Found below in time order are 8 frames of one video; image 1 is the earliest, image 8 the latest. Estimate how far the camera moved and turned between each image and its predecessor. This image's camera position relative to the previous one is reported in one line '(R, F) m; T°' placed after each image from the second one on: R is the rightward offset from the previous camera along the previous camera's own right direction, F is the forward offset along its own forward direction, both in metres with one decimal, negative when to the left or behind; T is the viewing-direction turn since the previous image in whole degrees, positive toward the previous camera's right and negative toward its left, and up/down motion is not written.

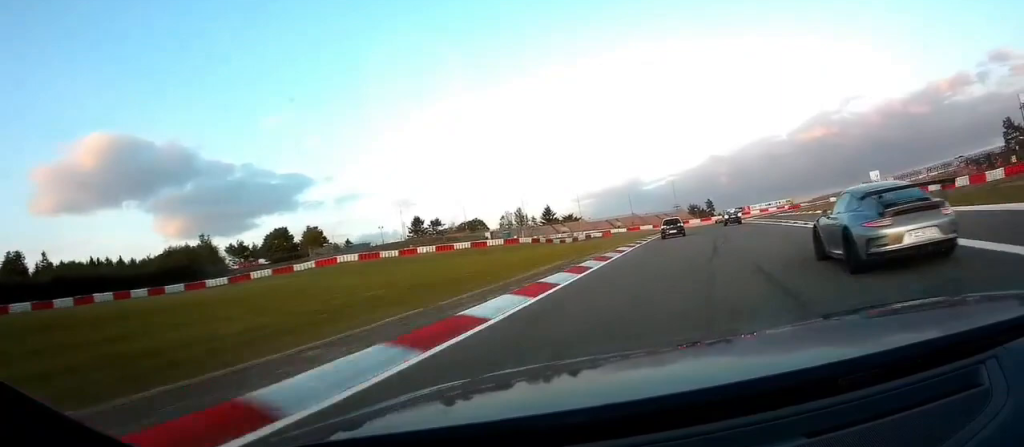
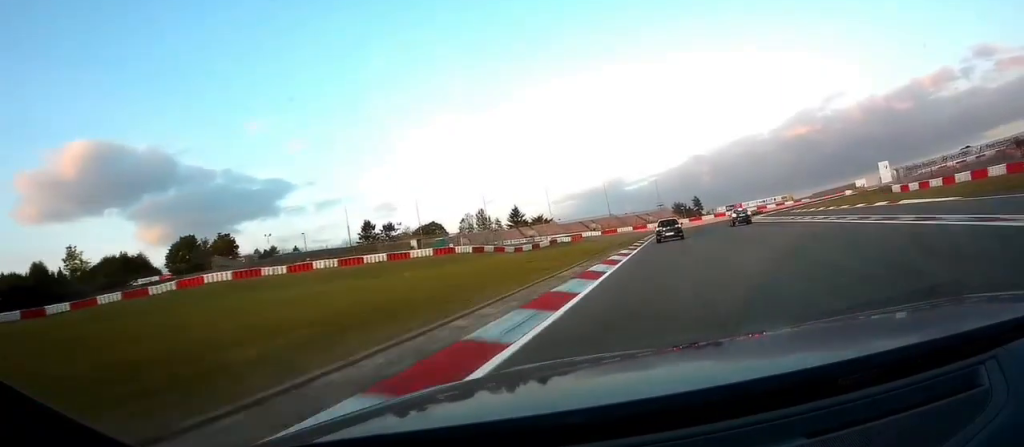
(+0.9, +25.7) m; +3°
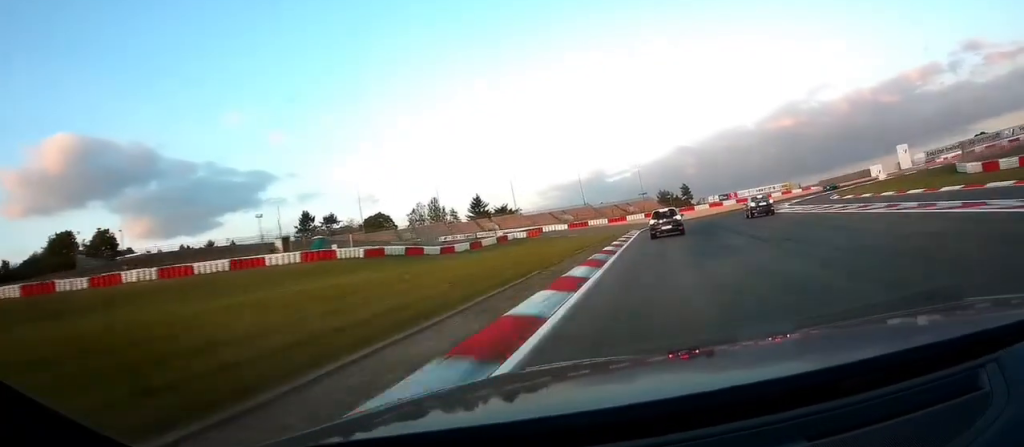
(+0.6, +26.8) m; +1°
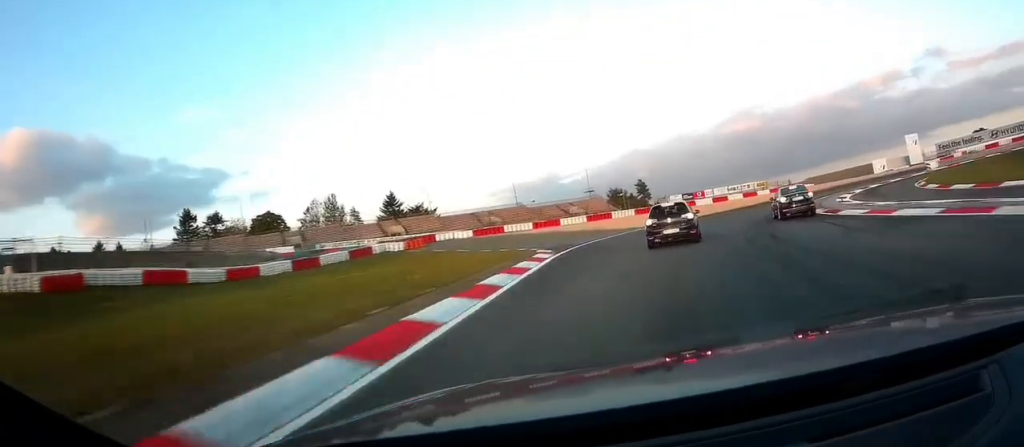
(-0.2, +34.5) m; +2°
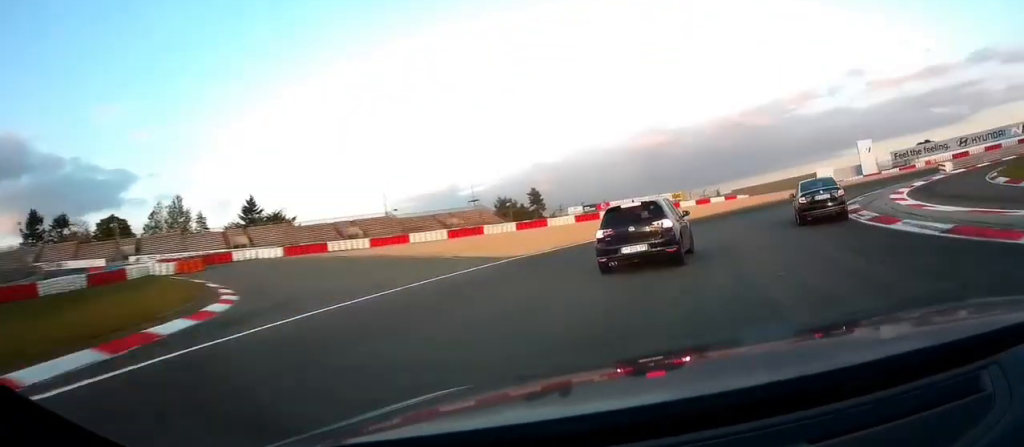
(+0.9, +26.9) m; +3°
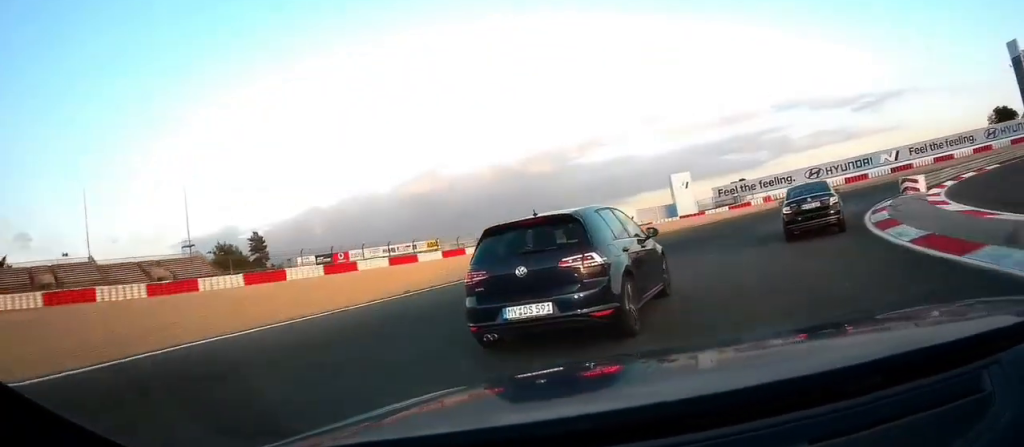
(+1.2, +38.5) m; +4°
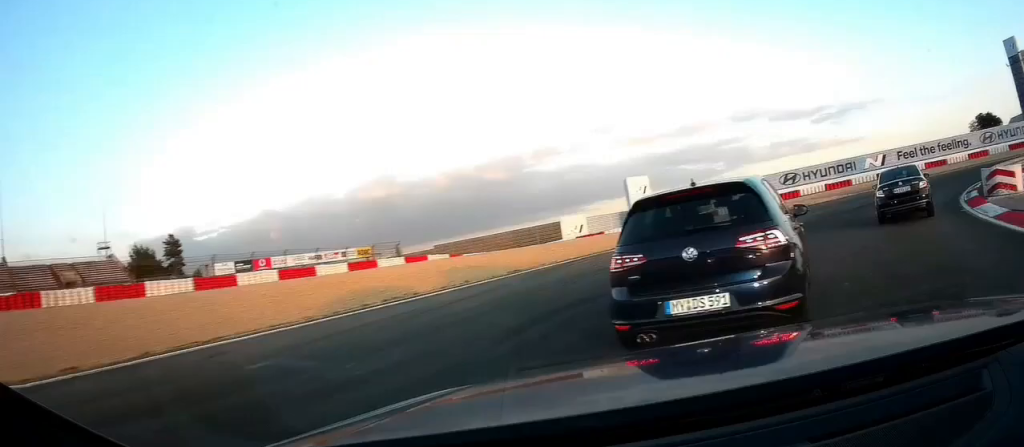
(+0.8, +18.6) m; +1°
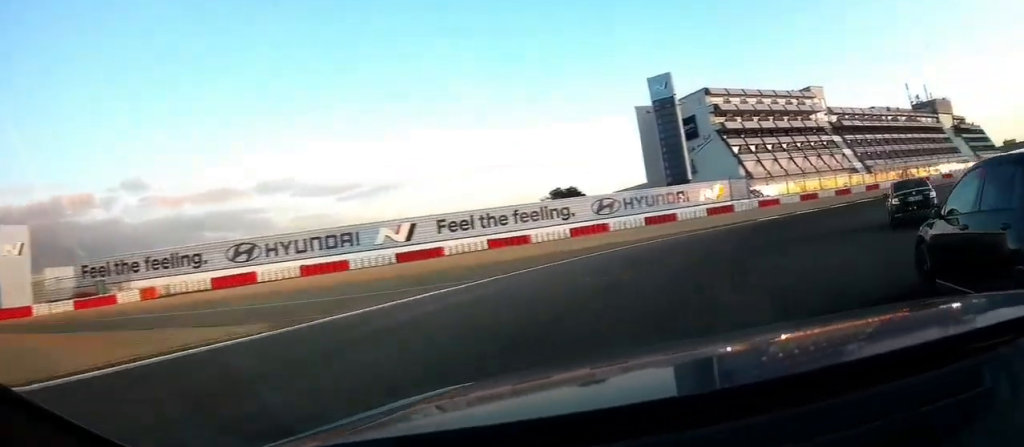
(+0.5, +58.7) m; +1°
